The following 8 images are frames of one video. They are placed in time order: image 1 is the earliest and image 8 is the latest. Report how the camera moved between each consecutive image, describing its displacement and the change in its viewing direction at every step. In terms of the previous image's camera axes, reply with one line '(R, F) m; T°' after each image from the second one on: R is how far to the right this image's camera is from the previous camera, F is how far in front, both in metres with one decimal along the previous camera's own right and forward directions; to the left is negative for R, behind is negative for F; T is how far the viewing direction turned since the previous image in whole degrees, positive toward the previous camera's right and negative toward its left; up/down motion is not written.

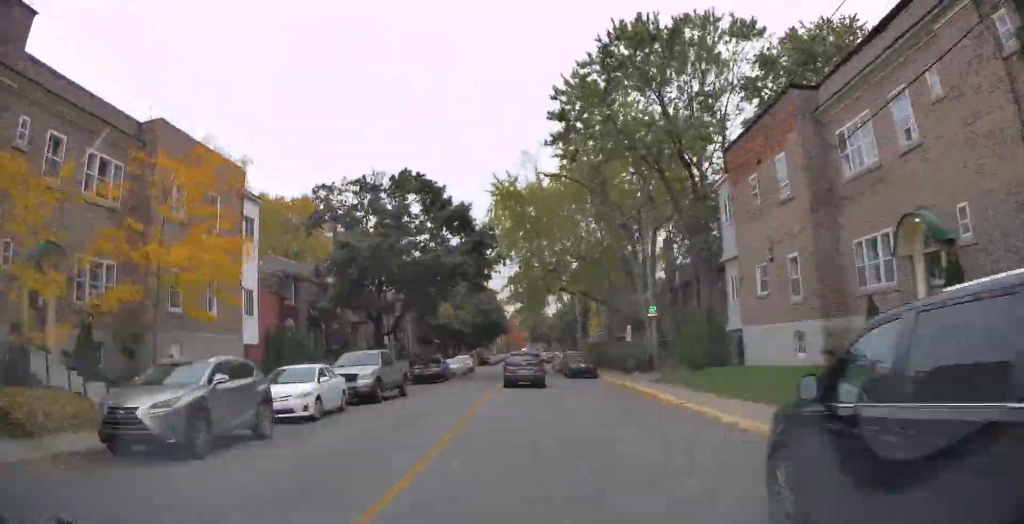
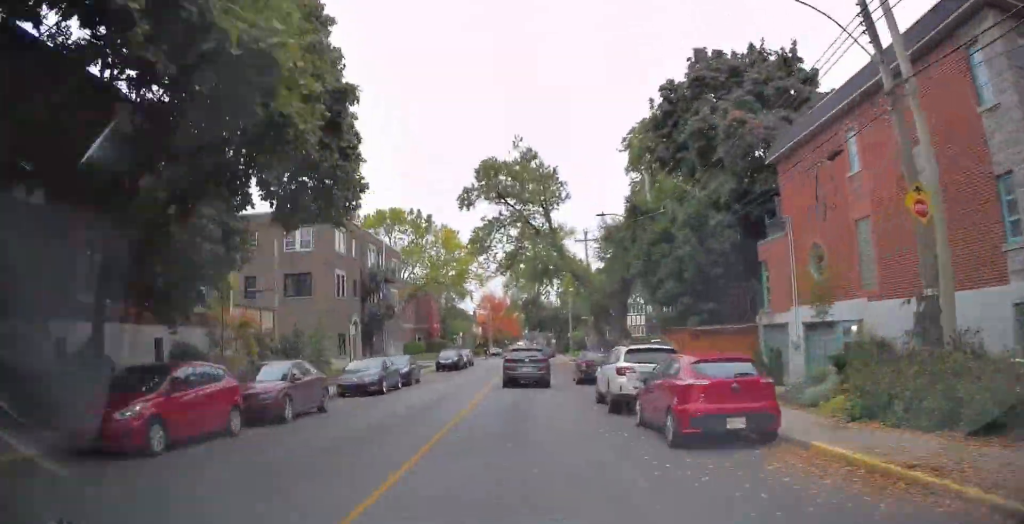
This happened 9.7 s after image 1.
(+1.5, +72.2) m; +3°
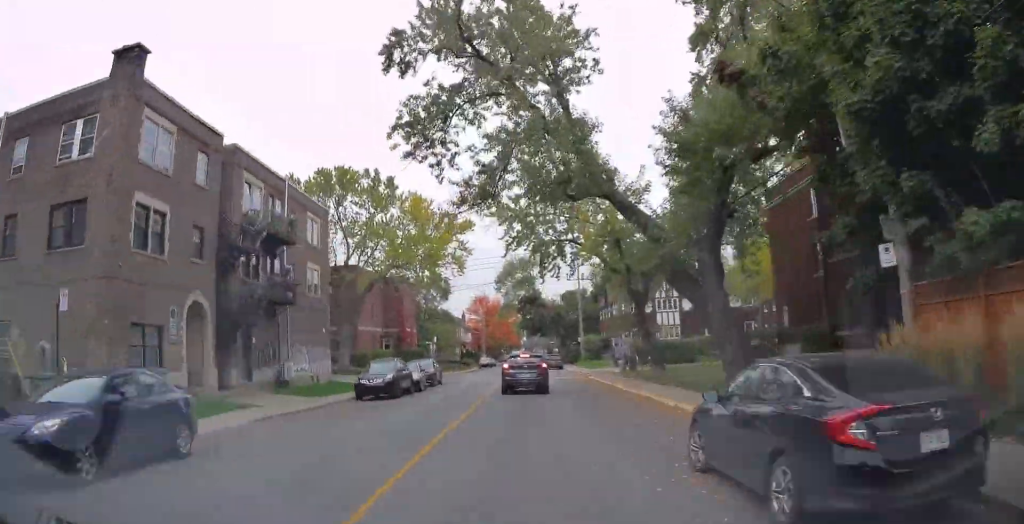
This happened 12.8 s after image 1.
(+0.4, +18.5) m; +1°
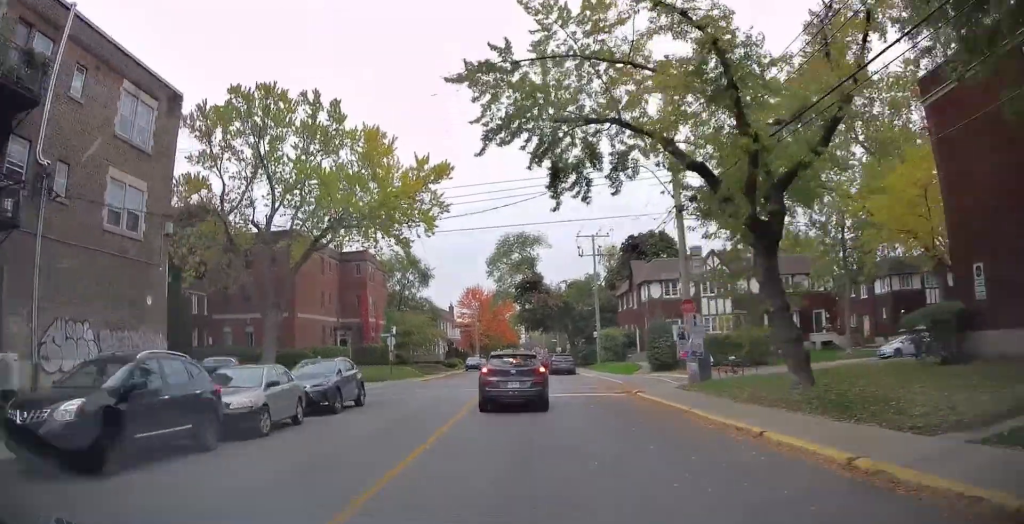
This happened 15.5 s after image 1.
(-0.1, +13.7) m; -1°
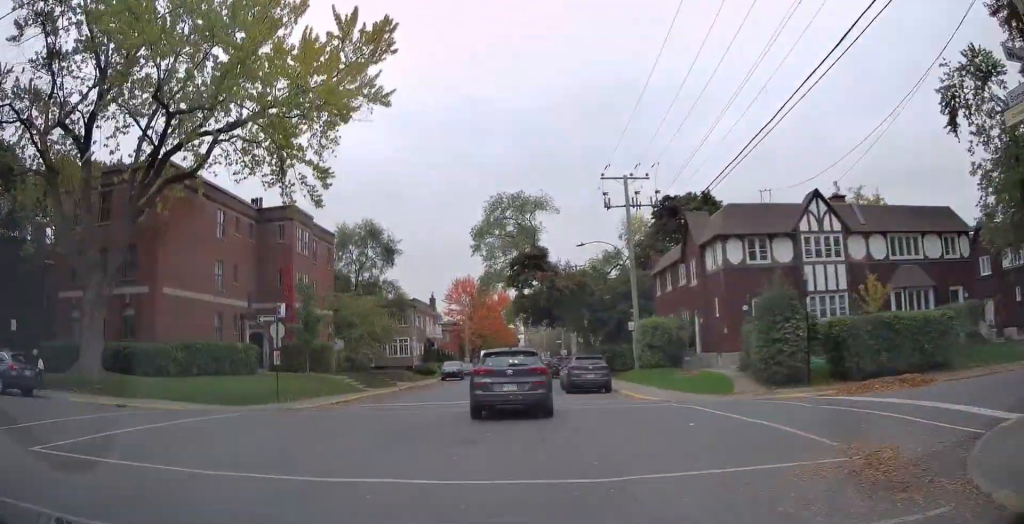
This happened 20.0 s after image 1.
(-0.4, +21.3) m; 0°
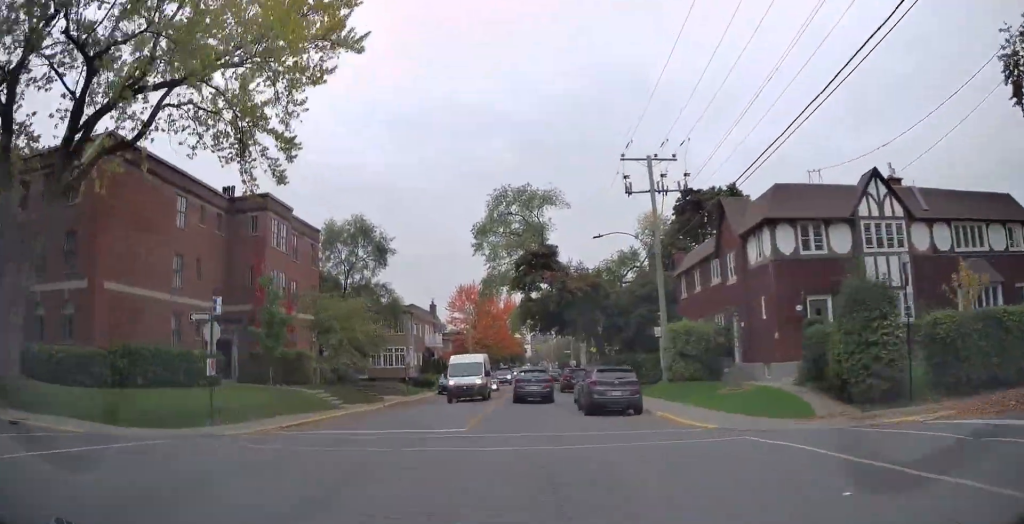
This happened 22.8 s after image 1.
(+0.2, +13.7) m; +1°
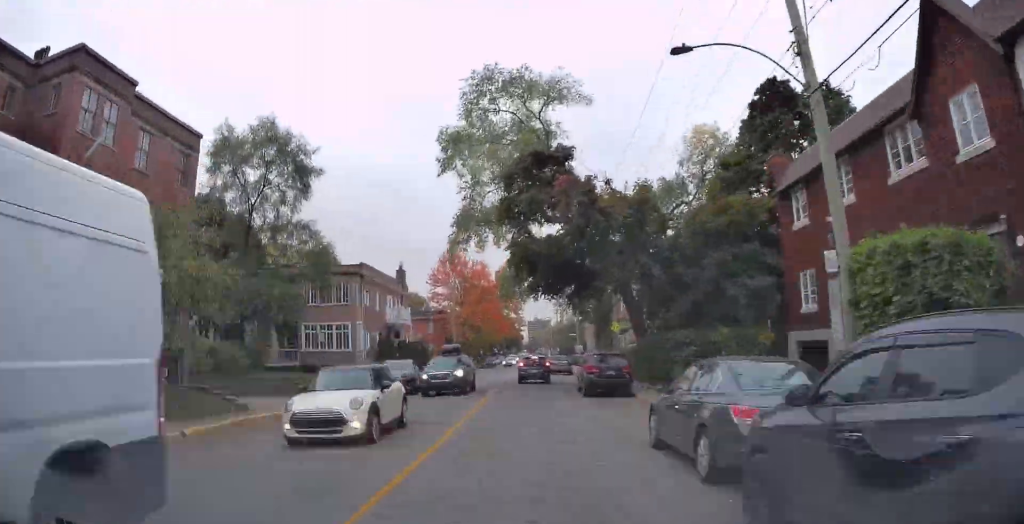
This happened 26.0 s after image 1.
(+0.2, +17.2) m; 0°
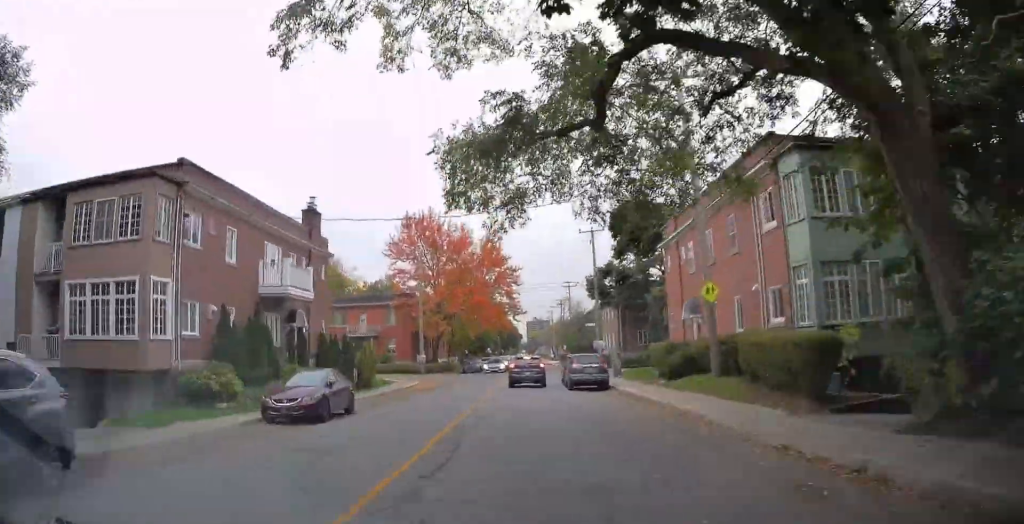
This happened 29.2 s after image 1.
(0.0, +19.3) m; -2°
